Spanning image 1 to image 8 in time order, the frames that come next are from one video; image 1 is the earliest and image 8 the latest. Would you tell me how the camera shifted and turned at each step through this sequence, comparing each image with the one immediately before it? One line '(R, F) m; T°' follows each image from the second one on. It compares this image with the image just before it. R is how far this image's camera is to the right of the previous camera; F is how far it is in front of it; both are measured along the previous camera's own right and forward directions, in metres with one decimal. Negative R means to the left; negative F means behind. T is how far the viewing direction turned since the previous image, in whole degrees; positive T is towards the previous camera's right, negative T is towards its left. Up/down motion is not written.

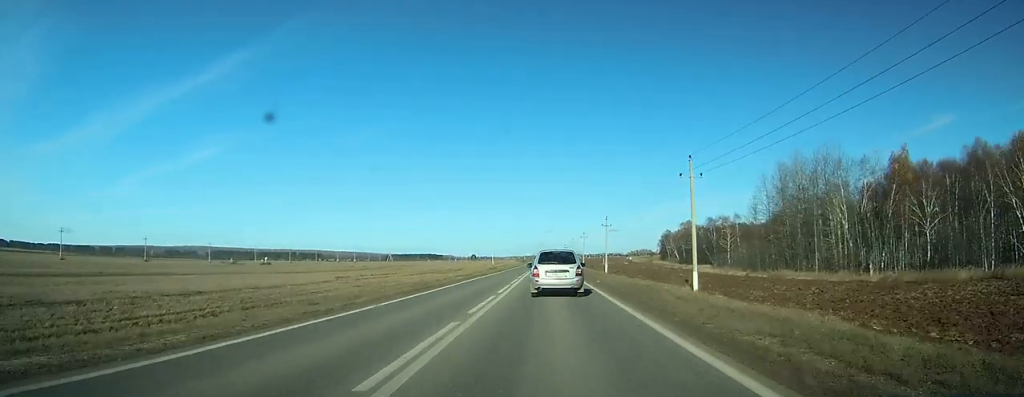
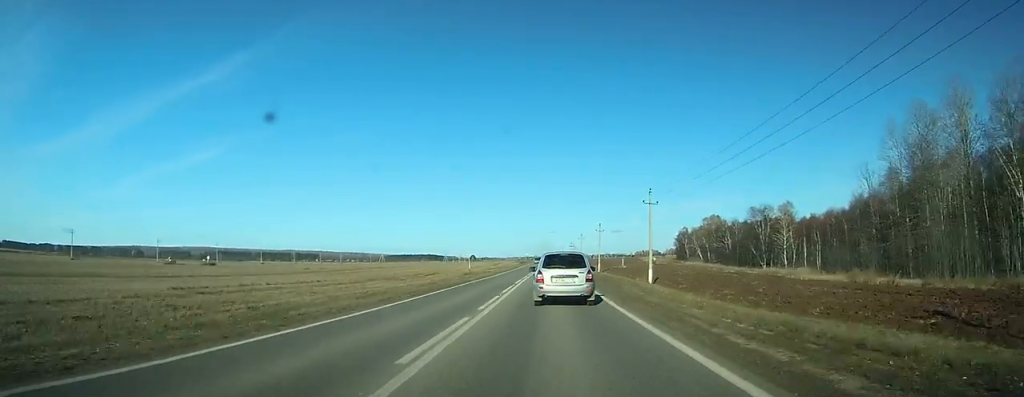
(0.0, +38.8) m; 0°
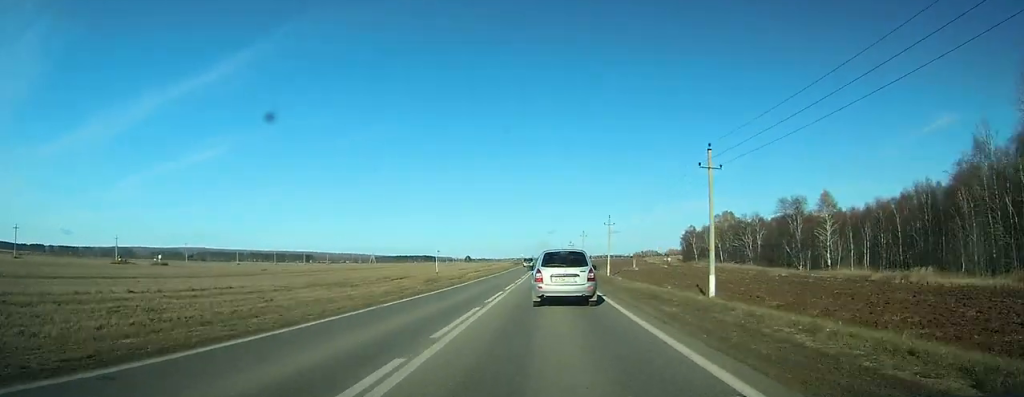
(0.0, +21.8) m; 0°
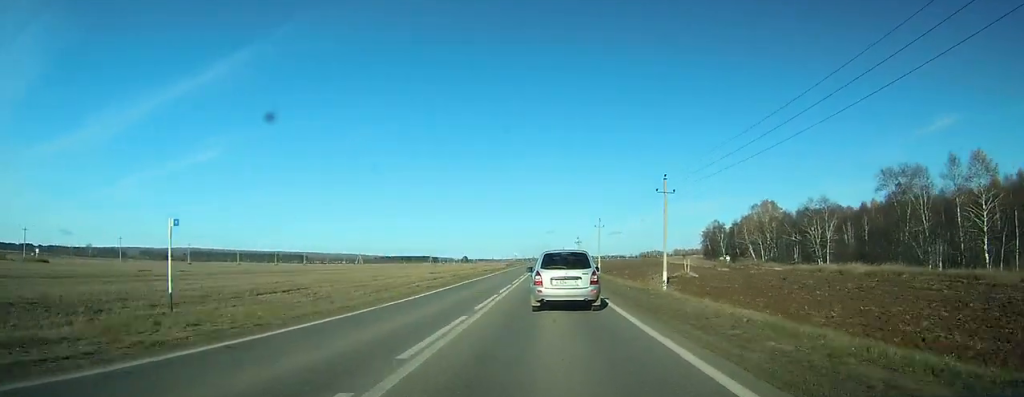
(0.0, +40.9) m; 0°
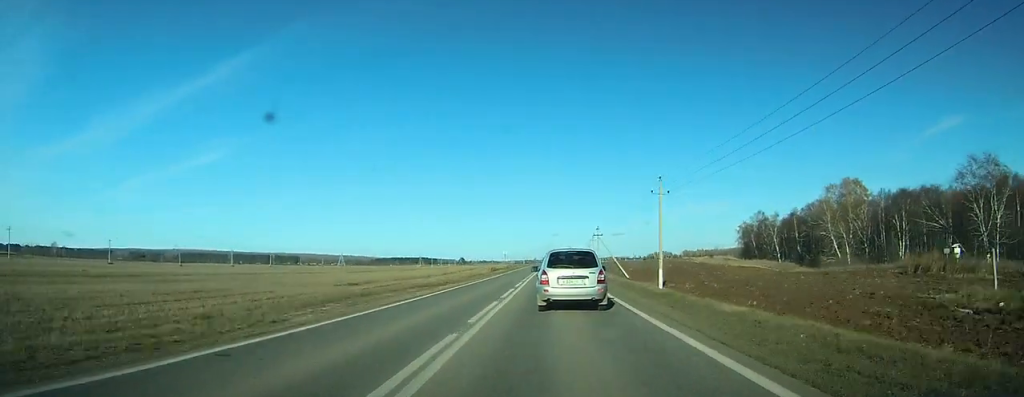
(0.0, +48.6) m; 0°
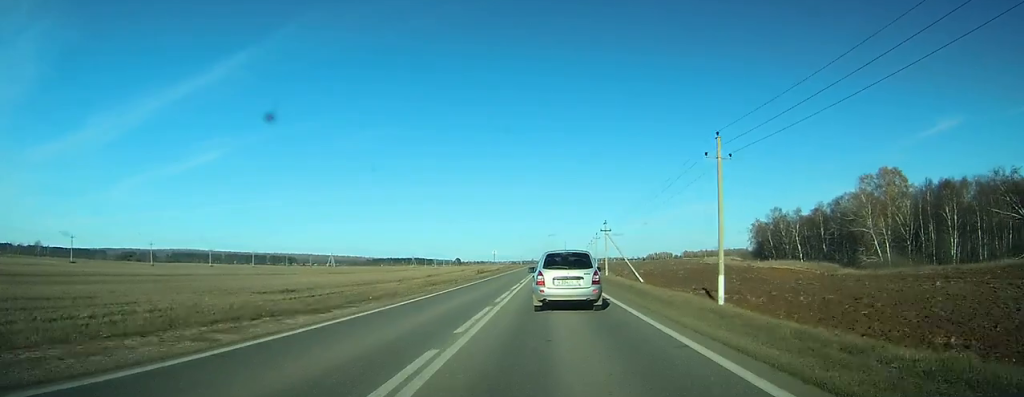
(0.0, +17.5) m; 0°
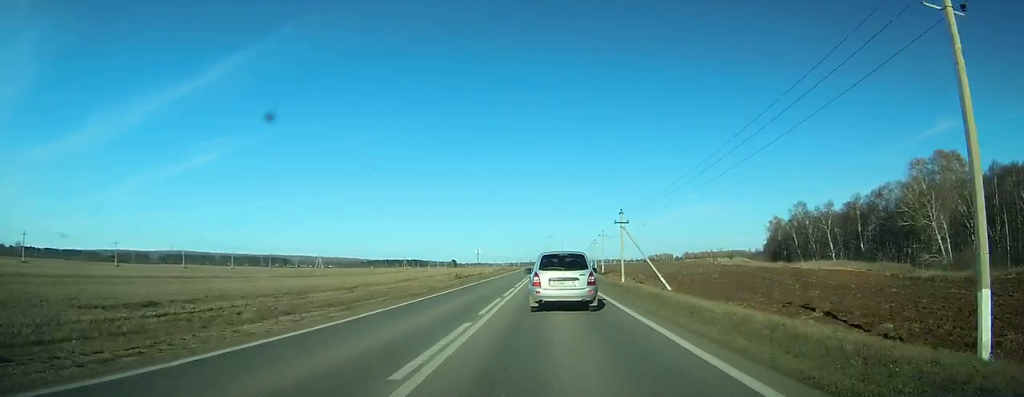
(0.0, +20.3) m; 0°
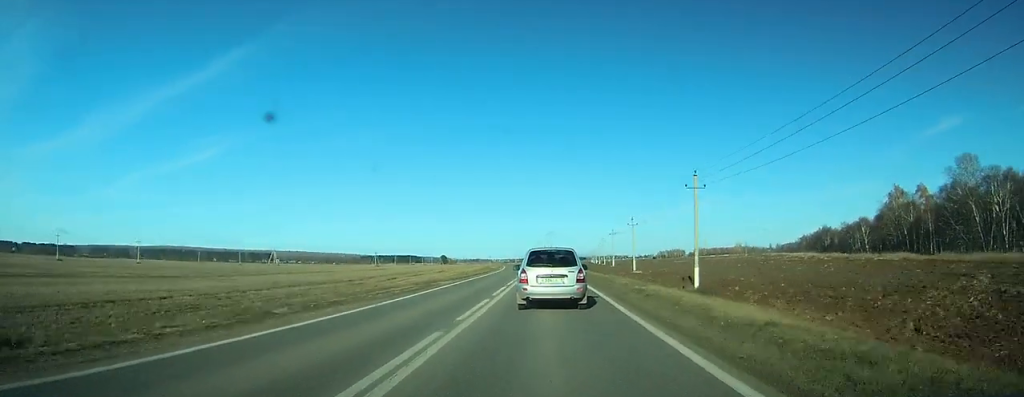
(-0.2, +71.5) m; 0°
